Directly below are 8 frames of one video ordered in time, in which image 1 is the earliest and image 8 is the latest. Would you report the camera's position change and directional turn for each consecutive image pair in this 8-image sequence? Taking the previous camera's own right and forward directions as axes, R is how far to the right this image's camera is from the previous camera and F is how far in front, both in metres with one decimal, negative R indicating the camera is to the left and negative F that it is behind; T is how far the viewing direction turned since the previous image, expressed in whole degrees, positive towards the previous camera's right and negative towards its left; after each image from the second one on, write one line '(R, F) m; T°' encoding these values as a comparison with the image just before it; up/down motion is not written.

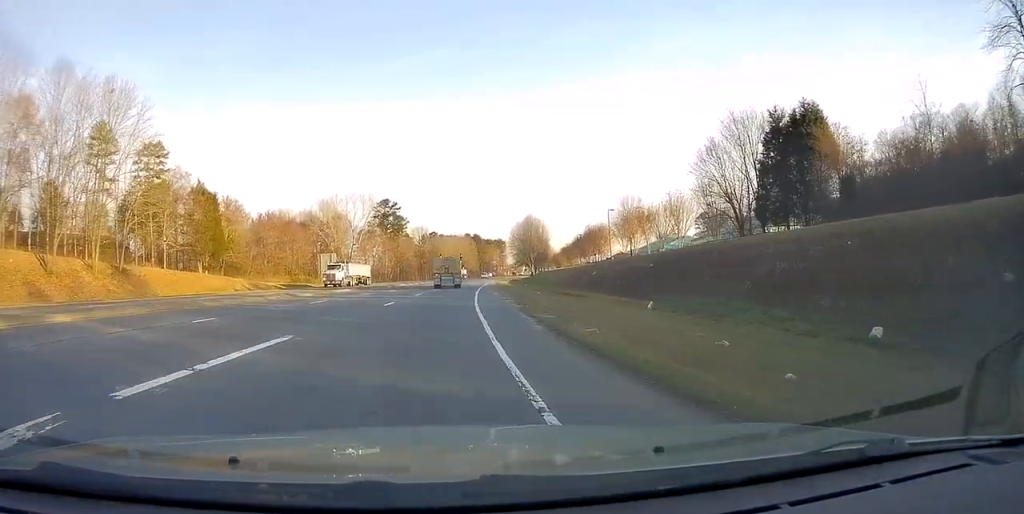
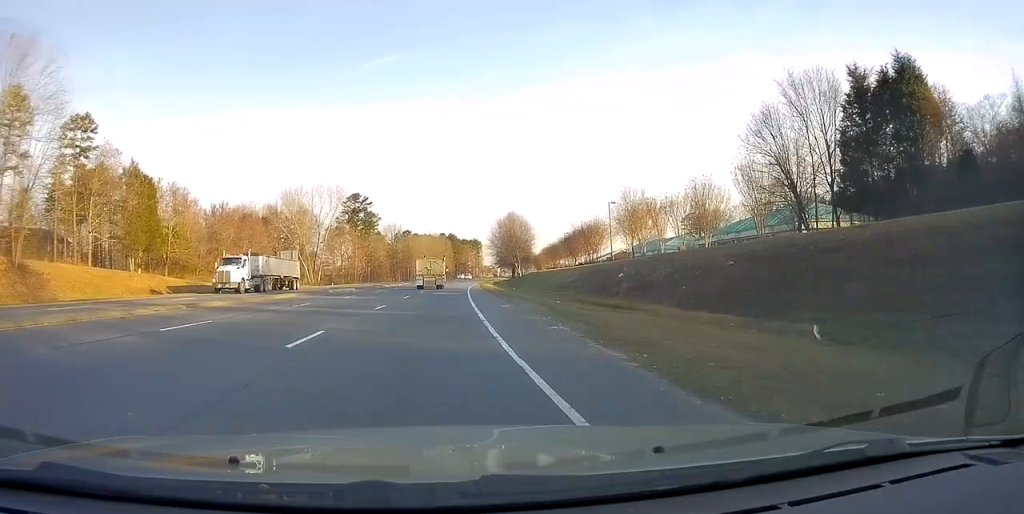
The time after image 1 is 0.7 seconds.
(+0.5, +13.6) m; +3°
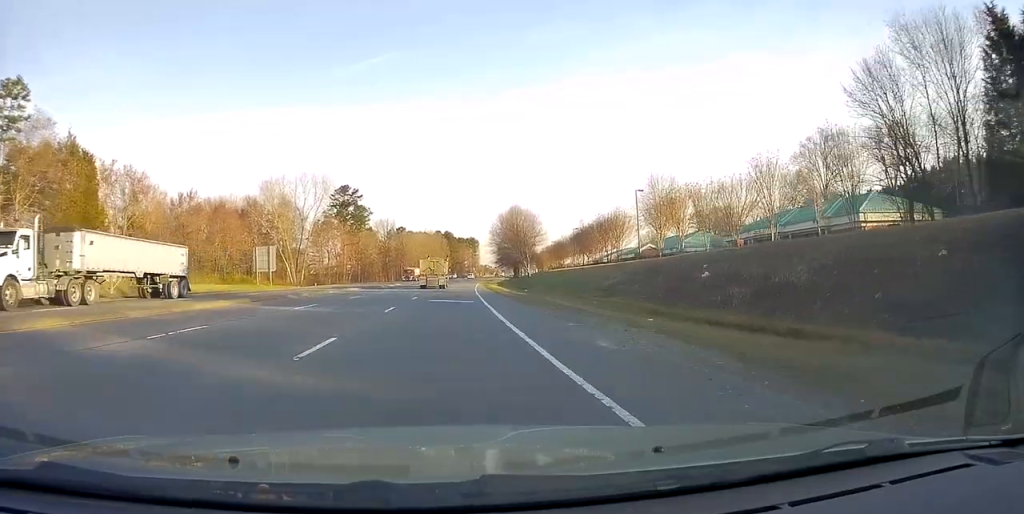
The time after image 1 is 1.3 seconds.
(+0.3, +13.4) m; +1°
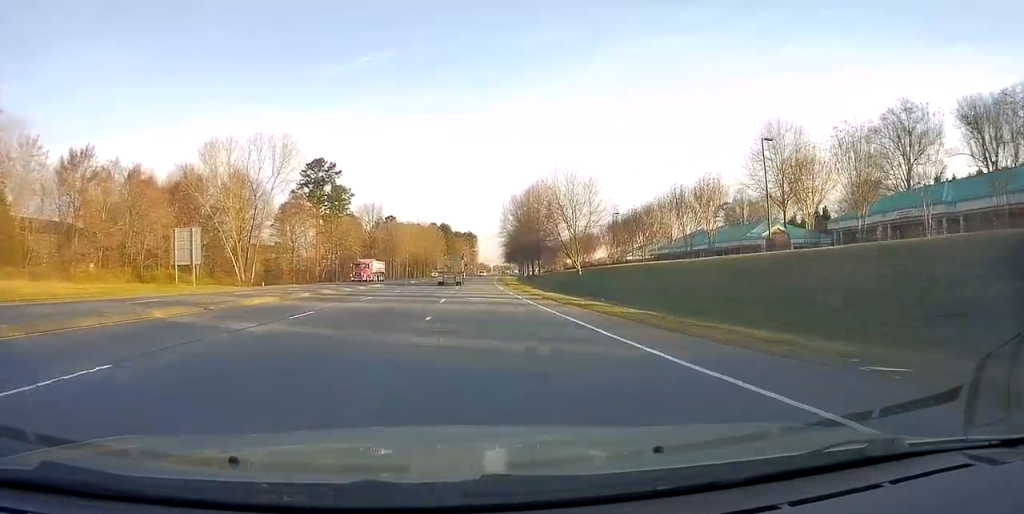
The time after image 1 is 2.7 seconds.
(+0.5, +31.0) m; +2°
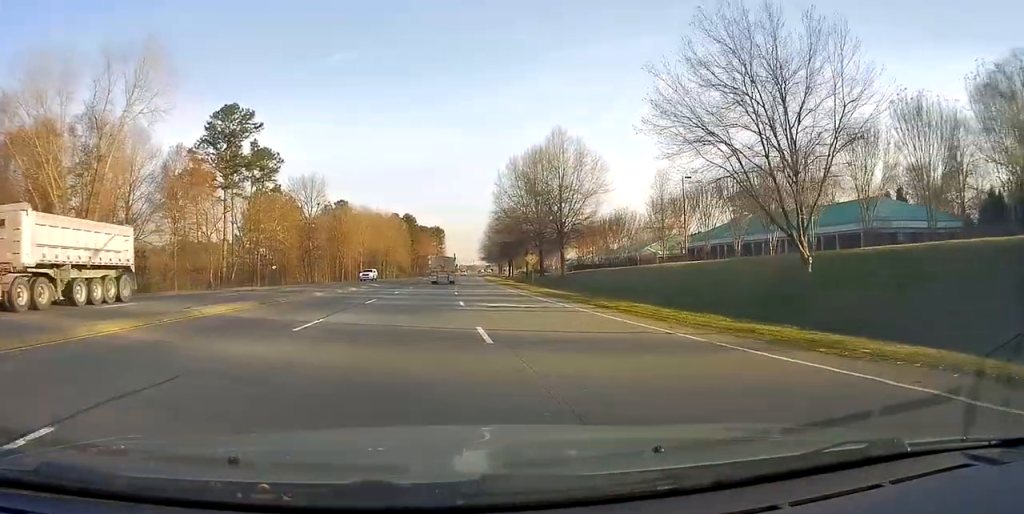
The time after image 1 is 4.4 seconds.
(+0.9, +39.8) m; +2°
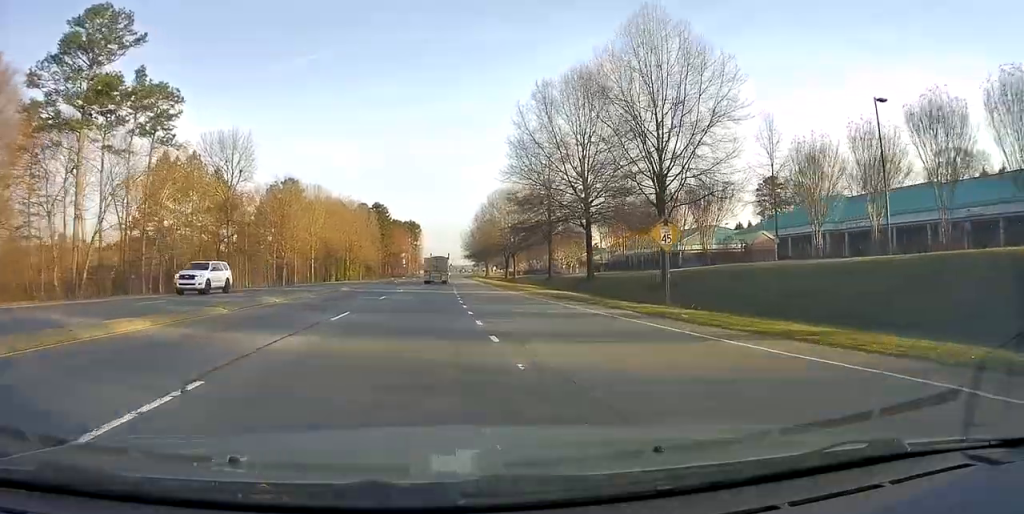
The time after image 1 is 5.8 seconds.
(+0.3, +33.3) m; +2°
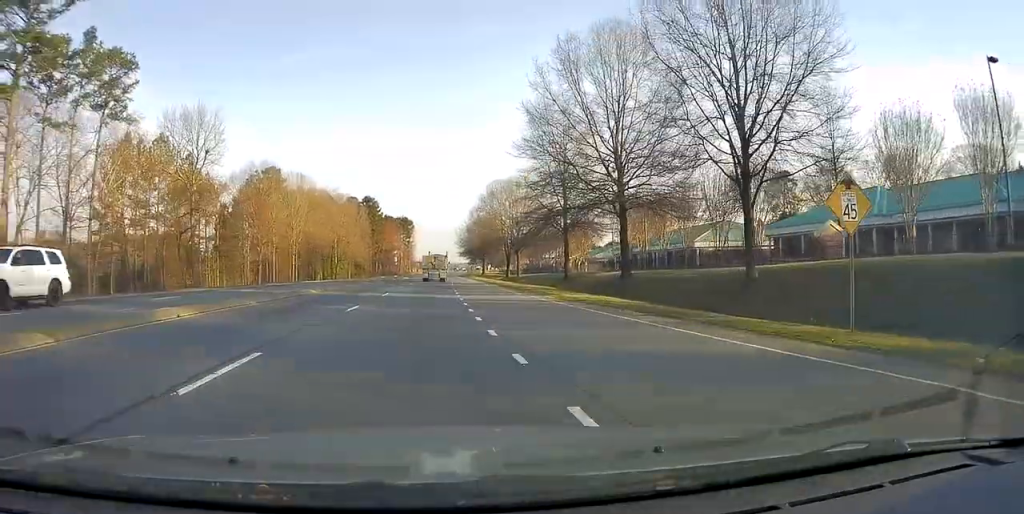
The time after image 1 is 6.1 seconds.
(+0.3, +9.7) m; 0°
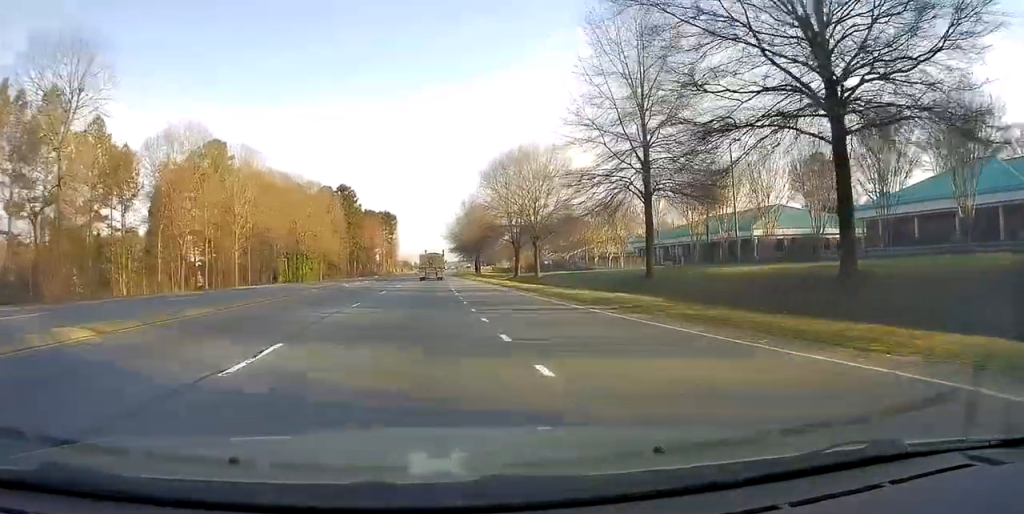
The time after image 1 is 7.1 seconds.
(+0.3, +22.9) m; +1°
